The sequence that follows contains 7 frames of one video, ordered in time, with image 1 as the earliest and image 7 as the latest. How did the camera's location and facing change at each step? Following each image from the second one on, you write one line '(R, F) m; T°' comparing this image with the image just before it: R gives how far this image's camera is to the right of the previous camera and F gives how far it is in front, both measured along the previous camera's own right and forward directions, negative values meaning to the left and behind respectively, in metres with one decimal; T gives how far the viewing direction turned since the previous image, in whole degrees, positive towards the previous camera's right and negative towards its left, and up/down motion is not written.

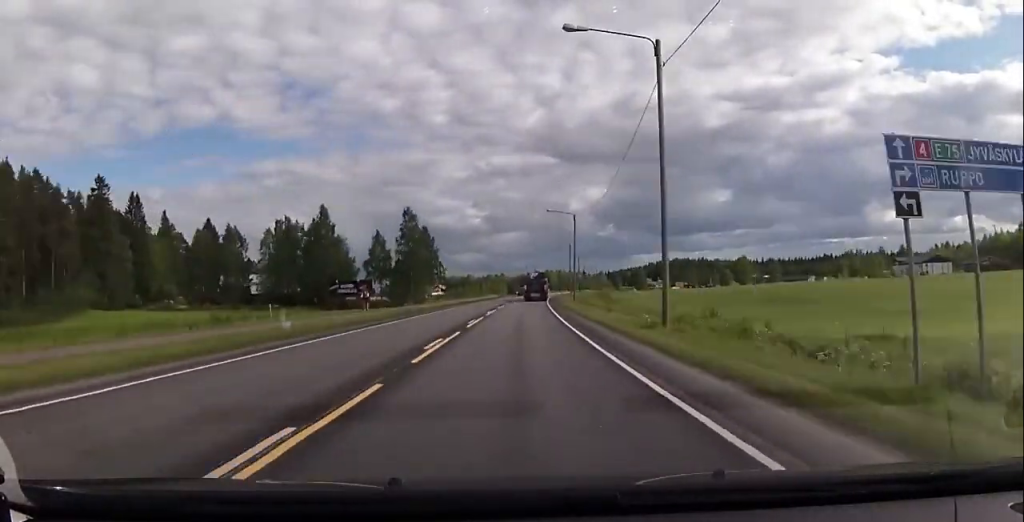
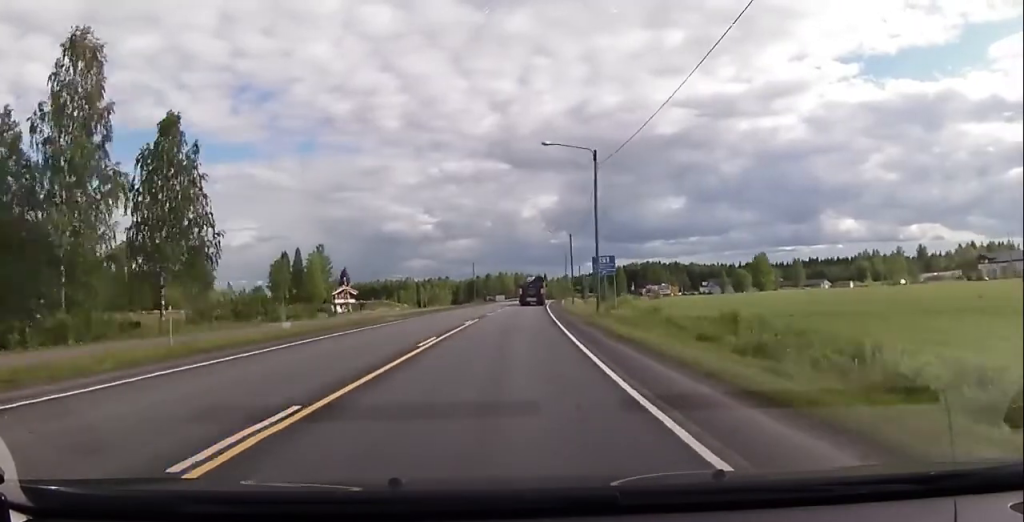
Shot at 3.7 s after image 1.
(+3.3, +94.5) m; +4°
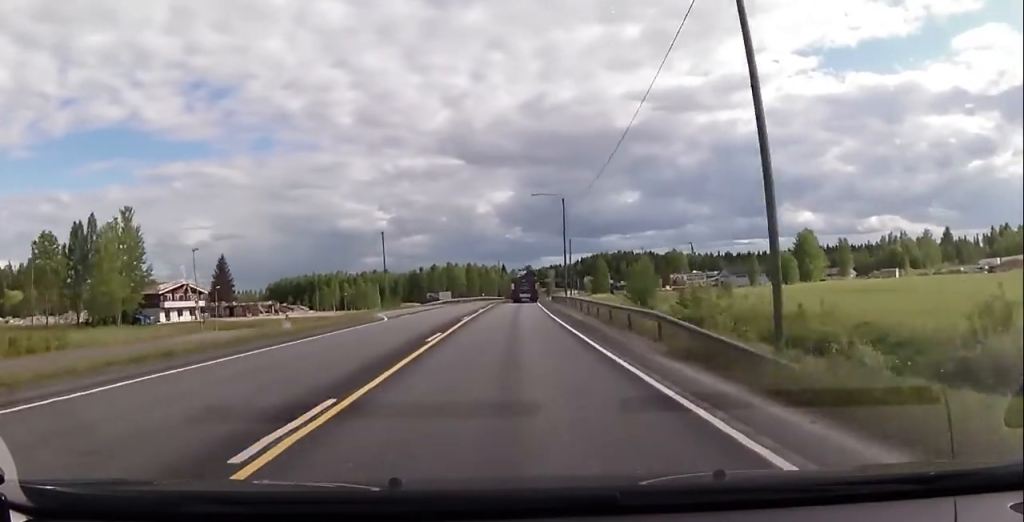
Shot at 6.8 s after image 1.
(+2.5, +81.0) m; +3°
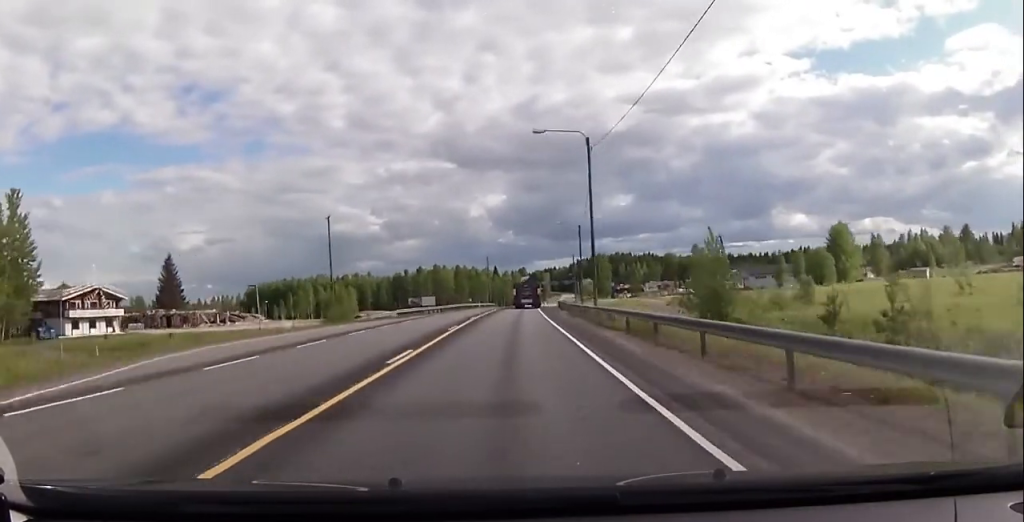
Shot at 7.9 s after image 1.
(+0.2, +27.5) m; +1°
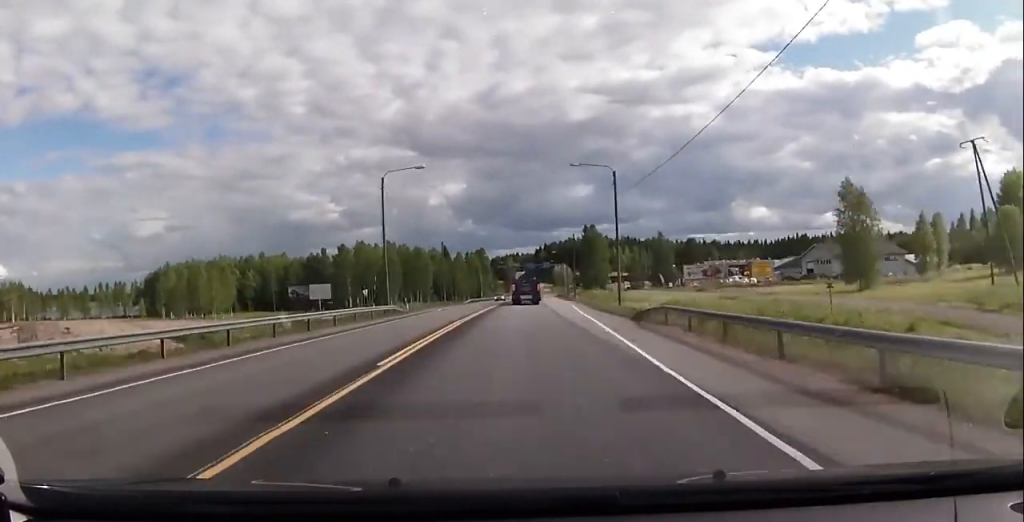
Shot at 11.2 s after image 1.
(+2.2, +84.3) m; +3°
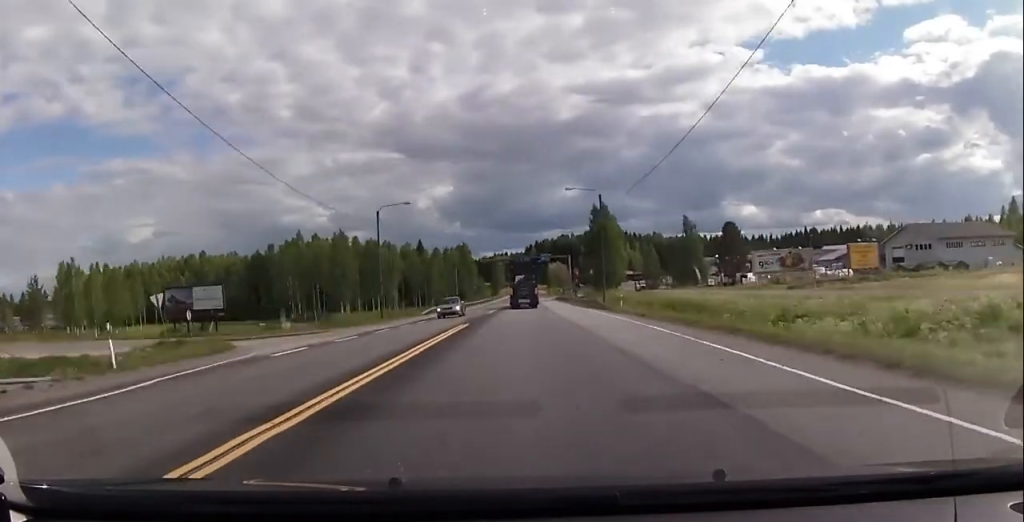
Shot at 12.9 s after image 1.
(+0.8, +43.8) m; +1°
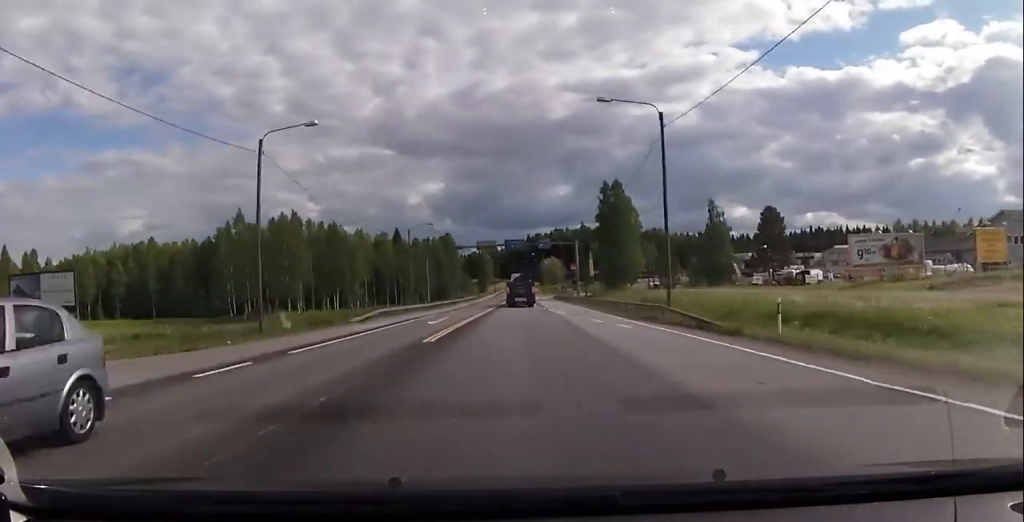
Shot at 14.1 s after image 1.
(+0.2, +28.7) m; +1°
